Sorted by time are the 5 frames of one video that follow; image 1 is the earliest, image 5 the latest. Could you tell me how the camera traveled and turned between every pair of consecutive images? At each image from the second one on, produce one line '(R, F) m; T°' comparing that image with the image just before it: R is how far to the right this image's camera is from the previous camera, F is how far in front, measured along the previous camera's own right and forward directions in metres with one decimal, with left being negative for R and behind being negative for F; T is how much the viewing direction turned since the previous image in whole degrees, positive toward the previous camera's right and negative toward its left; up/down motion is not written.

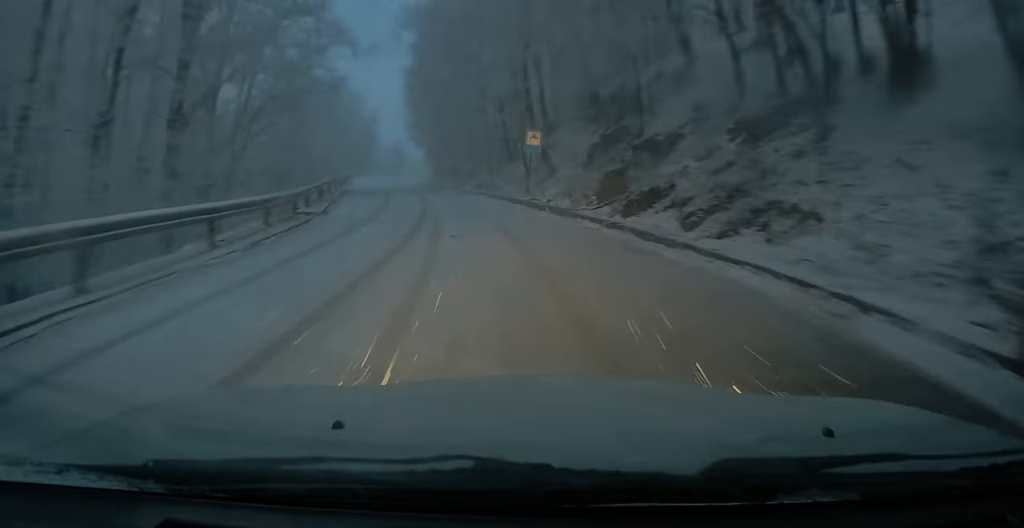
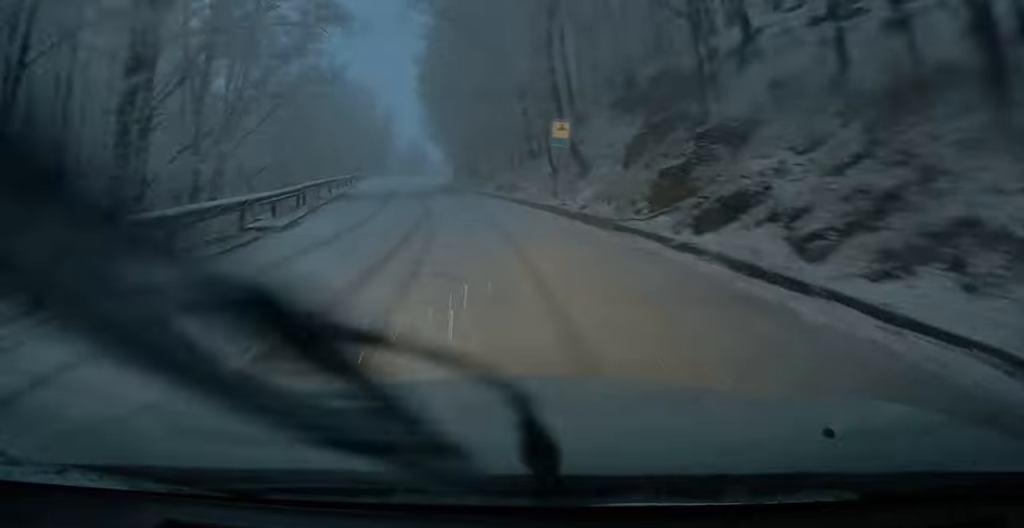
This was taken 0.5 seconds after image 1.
(+0.1, +5.4) m; -2°
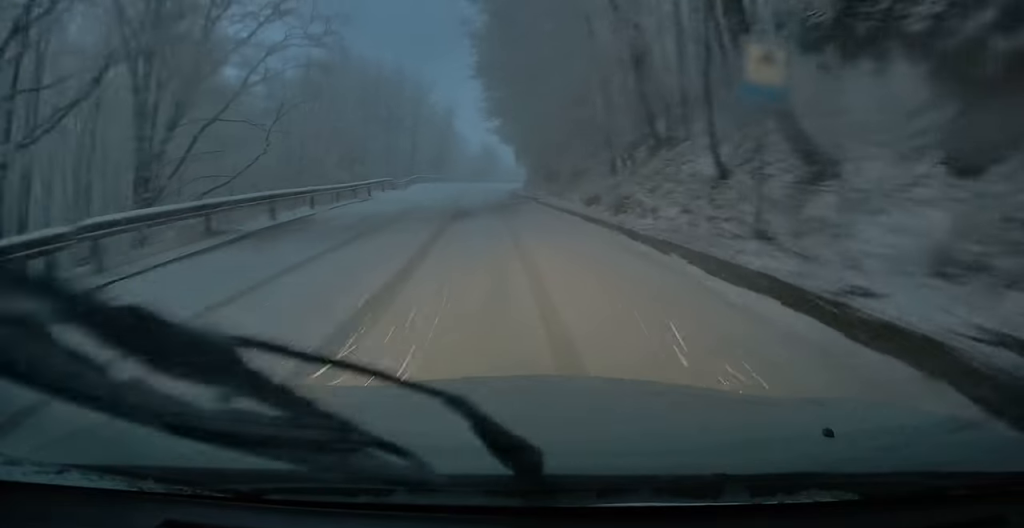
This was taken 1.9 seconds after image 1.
(-1.5, +15.8) m; -7°
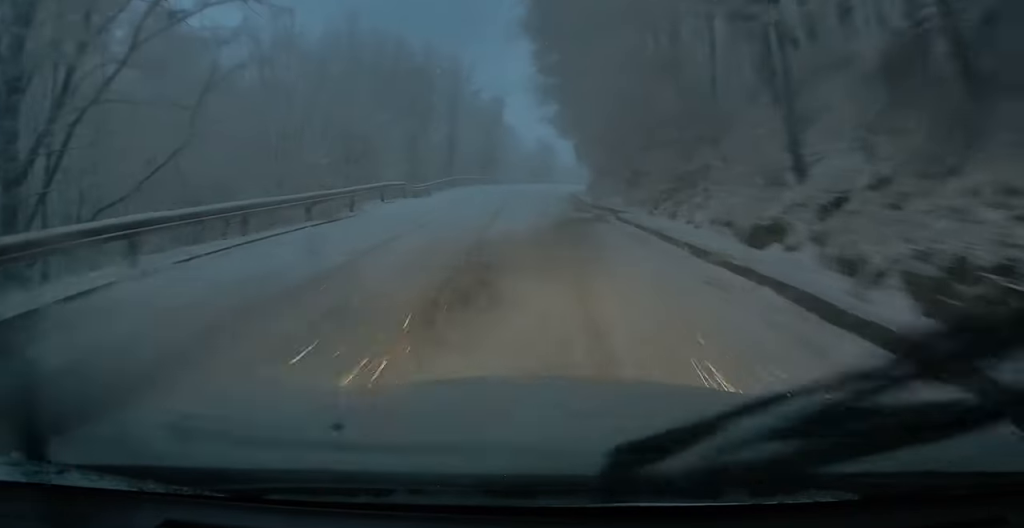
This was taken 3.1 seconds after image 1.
(-0.2, +12.6) m; -2°
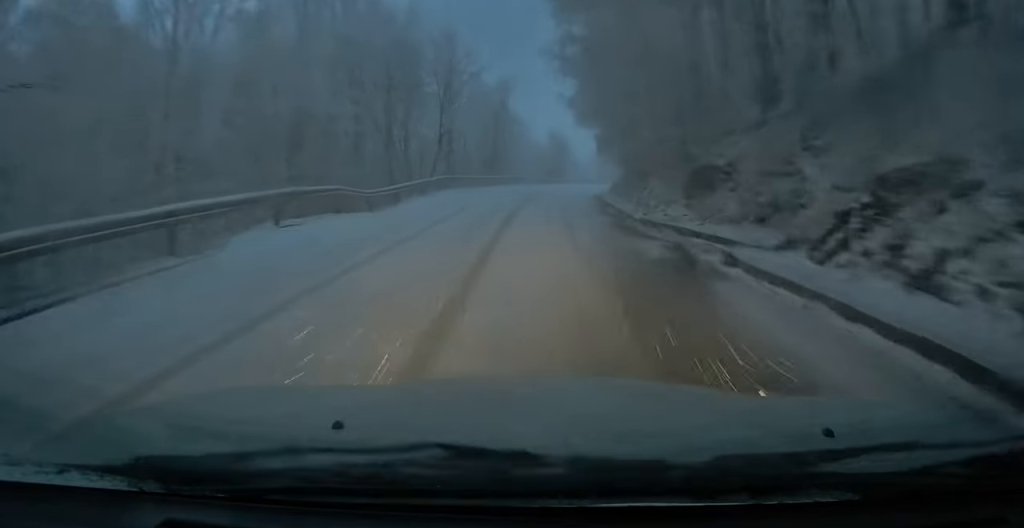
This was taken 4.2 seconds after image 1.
(-0.2, +11.7) m; -2°
